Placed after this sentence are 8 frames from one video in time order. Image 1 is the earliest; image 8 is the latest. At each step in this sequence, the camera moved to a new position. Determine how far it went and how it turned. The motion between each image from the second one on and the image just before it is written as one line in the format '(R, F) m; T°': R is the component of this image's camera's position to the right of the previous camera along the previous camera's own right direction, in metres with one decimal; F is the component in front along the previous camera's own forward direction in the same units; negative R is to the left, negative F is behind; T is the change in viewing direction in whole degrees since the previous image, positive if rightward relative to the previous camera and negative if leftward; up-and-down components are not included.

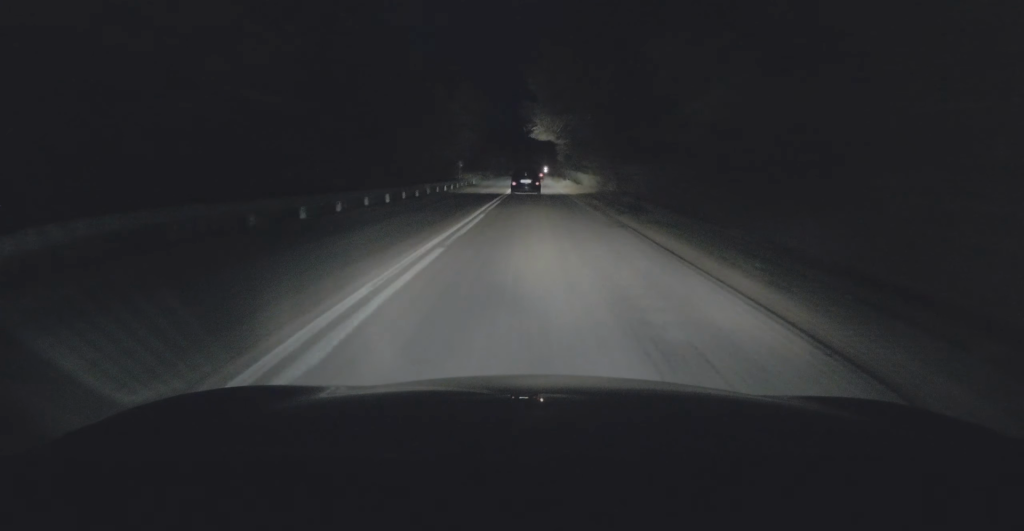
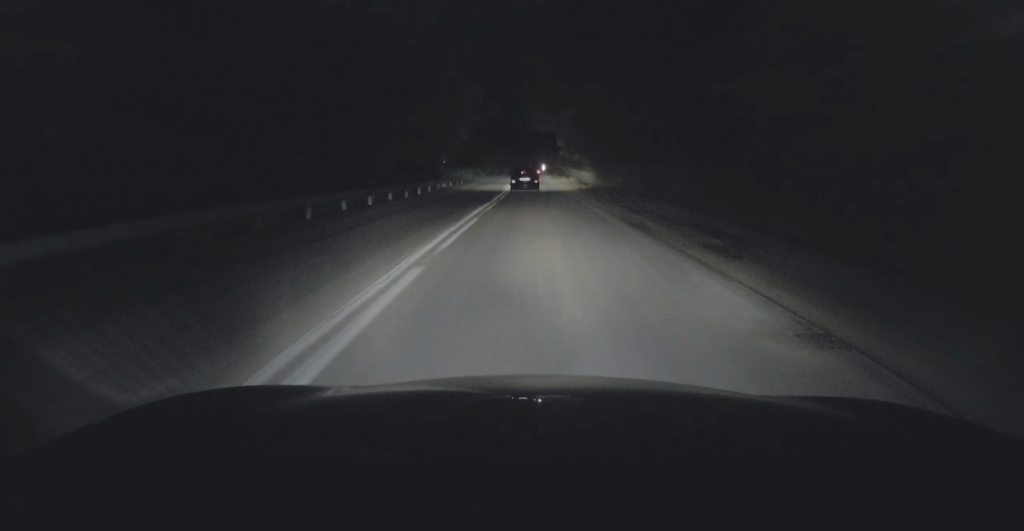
(-0.2, +11.0) m; 0°
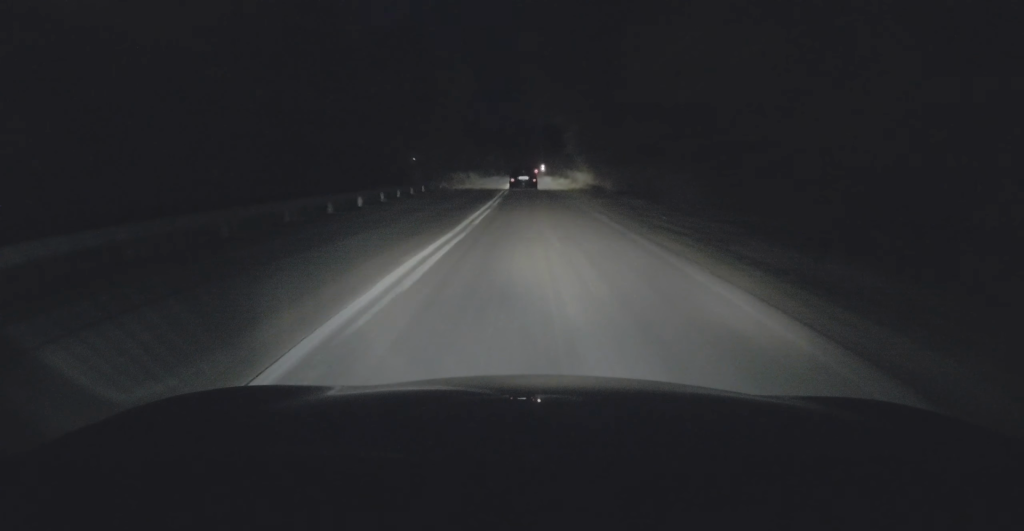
(+0.2, +14.1) m; +1°
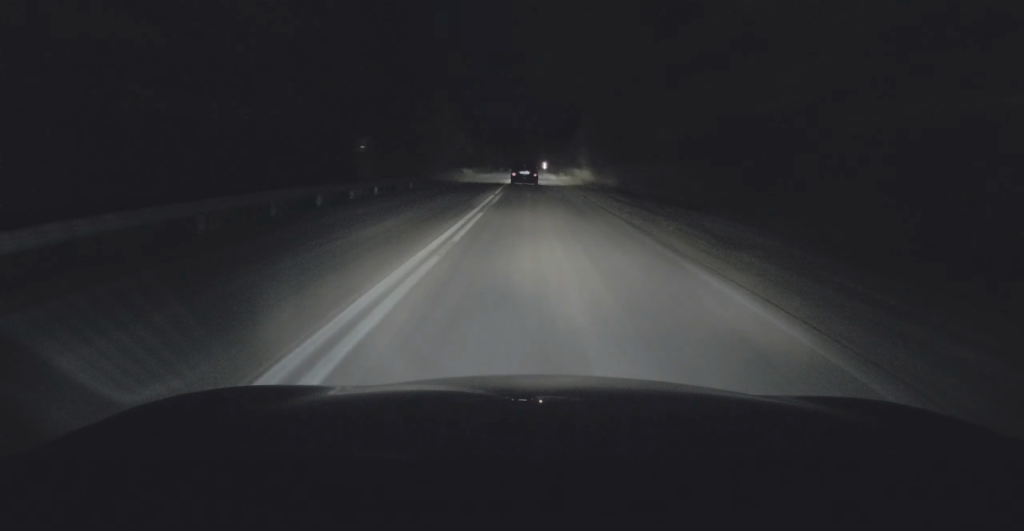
(+0.1, +12.3) m; 0°
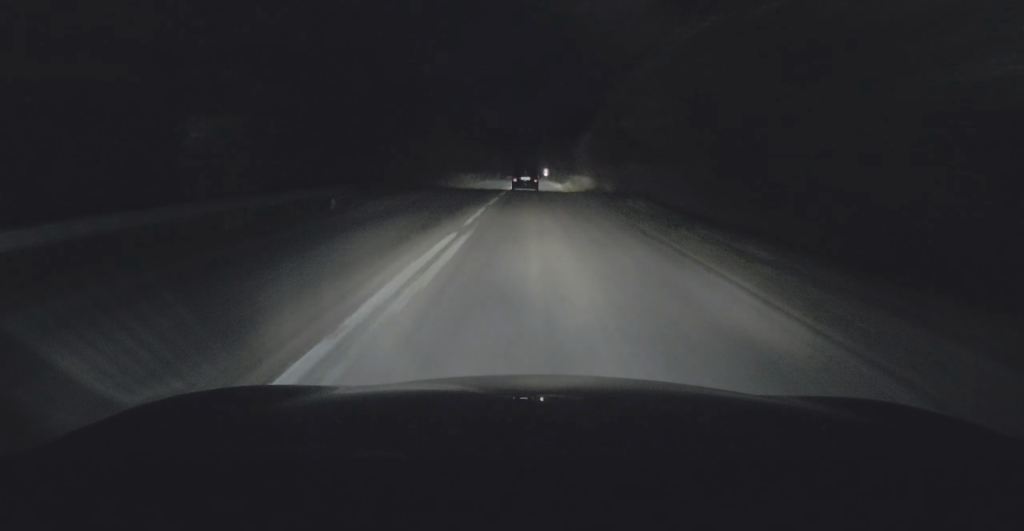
(0.0, +14.2) m; 0°
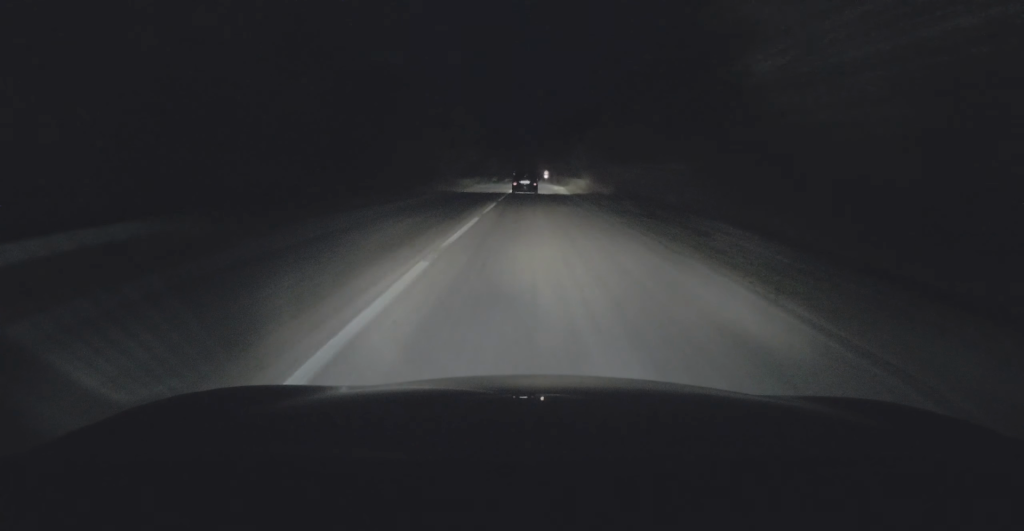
(0.0, +12.4) m; +1°
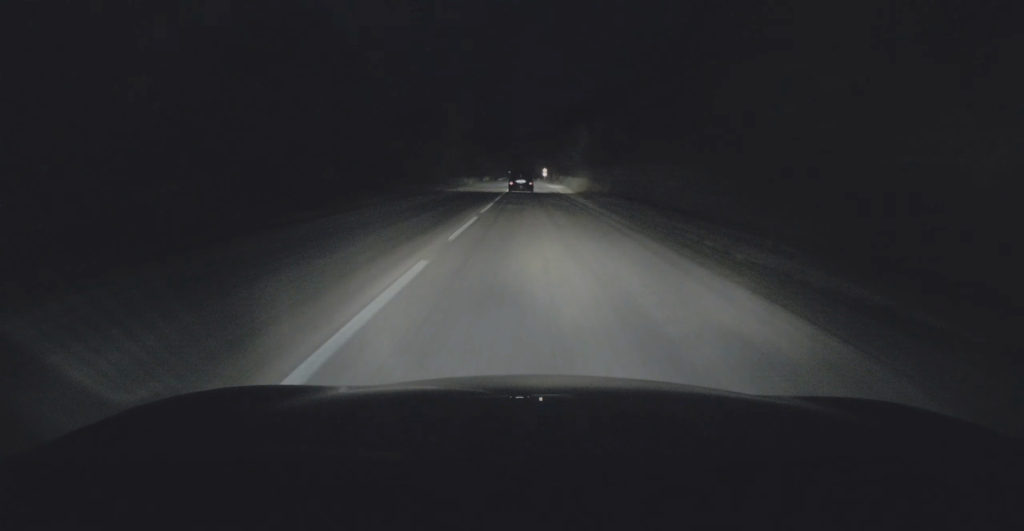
(+0.3, +16.7) m; 0°
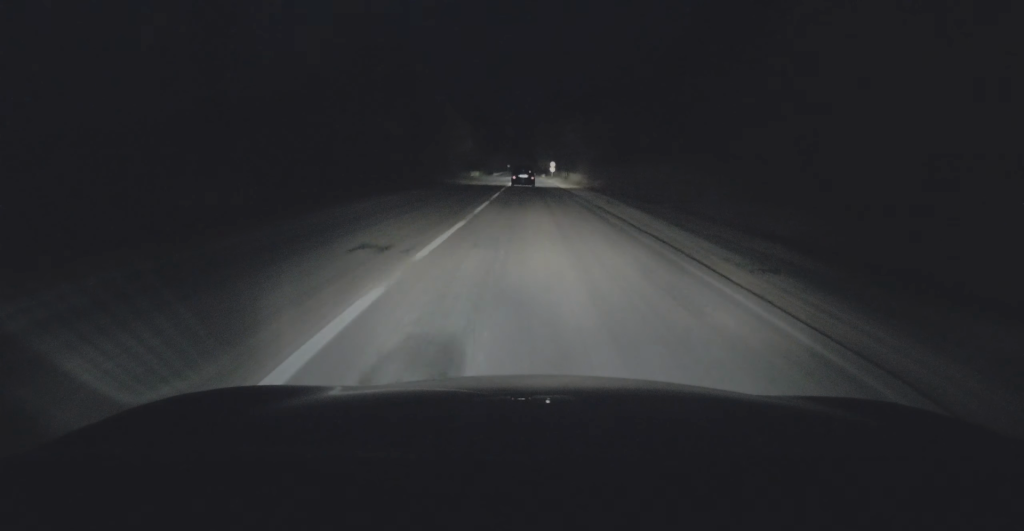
(-0.5, +29.6) m; -1°
